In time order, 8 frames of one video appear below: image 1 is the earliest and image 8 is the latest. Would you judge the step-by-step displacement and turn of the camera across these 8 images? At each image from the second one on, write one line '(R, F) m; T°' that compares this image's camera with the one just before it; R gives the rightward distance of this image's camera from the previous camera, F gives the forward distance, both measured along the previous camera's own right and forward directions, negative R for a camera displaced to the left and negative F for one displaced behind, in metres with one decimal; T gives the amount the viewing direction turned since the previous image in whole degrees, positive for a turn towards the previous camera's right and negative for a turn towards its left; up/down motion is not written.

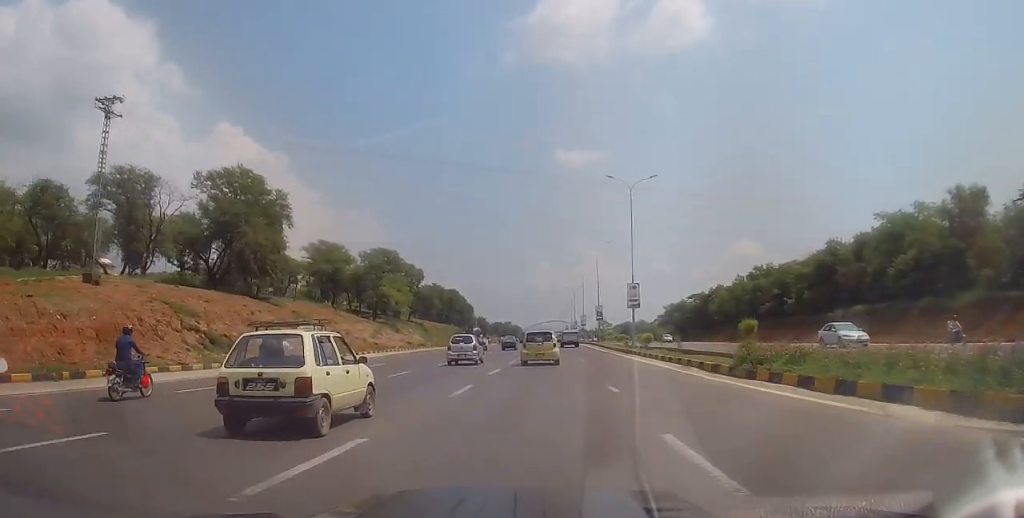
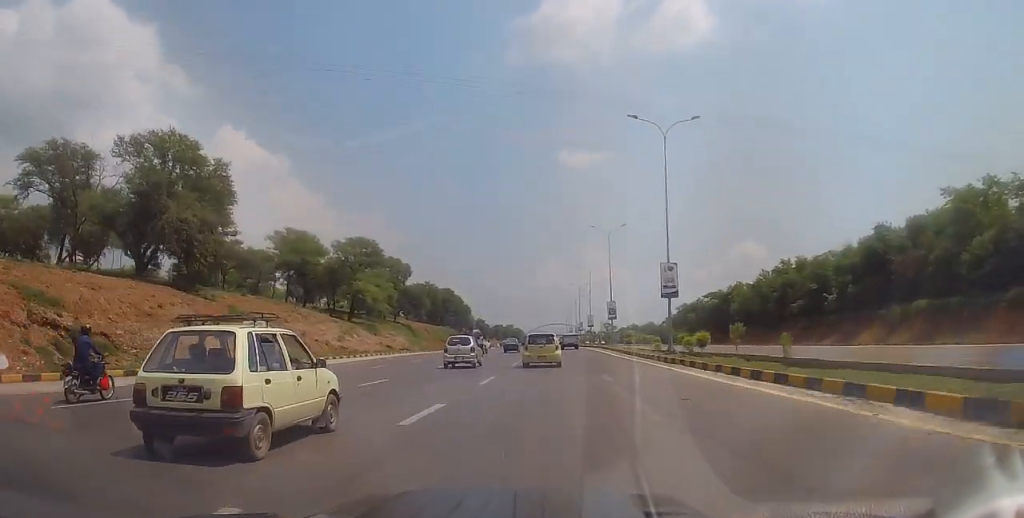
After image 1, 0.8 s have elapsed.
(+0.3, +13.3) m; 0°
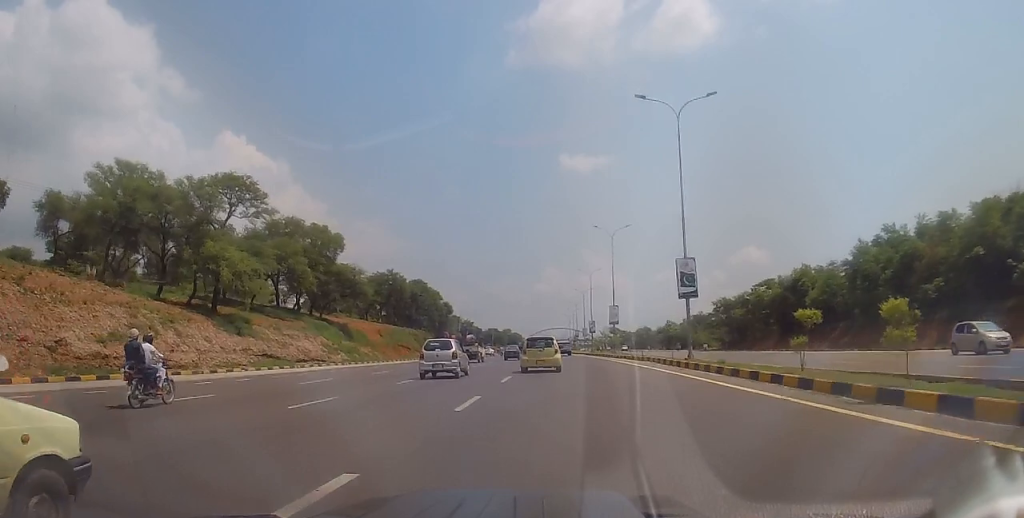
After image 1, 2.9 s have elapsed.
(-0.3, +36.1) m; 0°
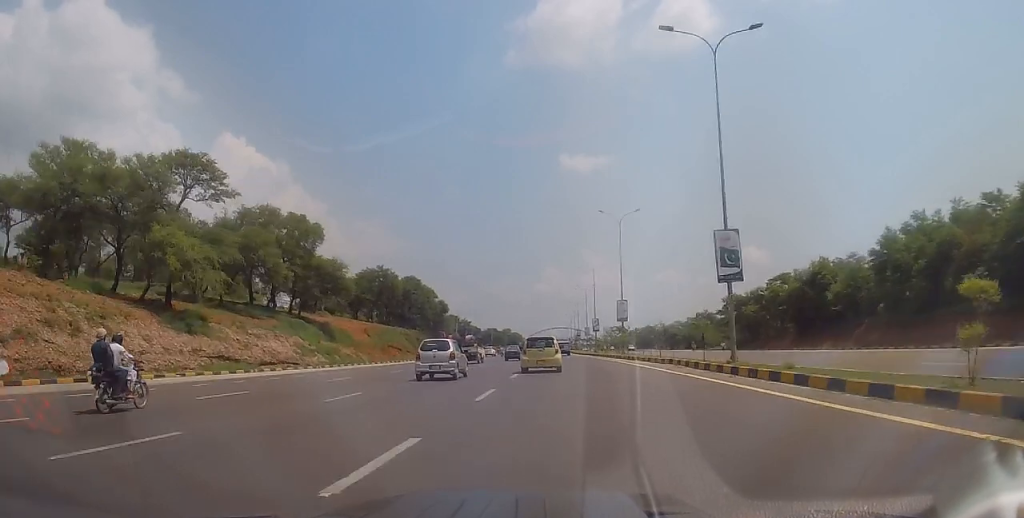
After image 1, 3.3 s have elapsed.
(-0.1, +6.8) m; 0°
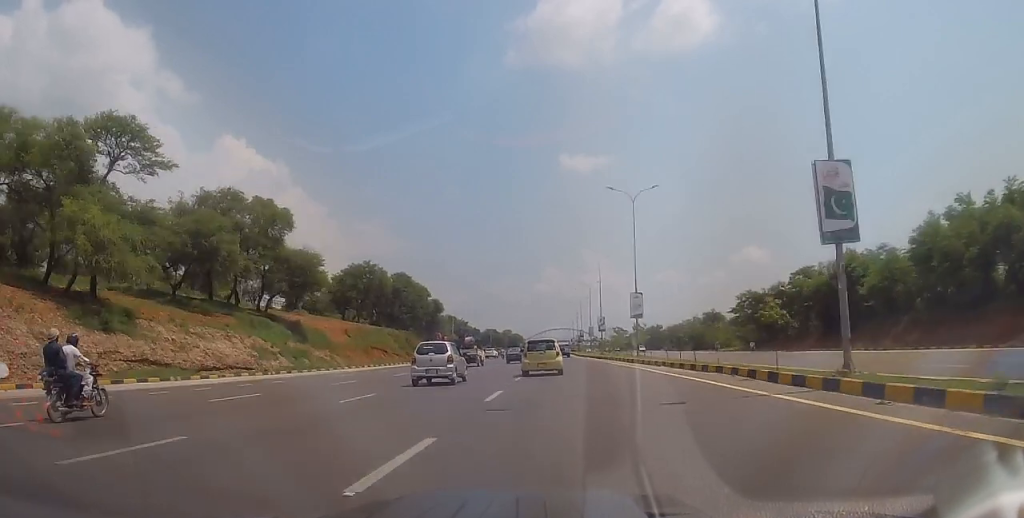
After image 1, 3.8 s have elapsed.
(0.0, +8.6) m; 0°
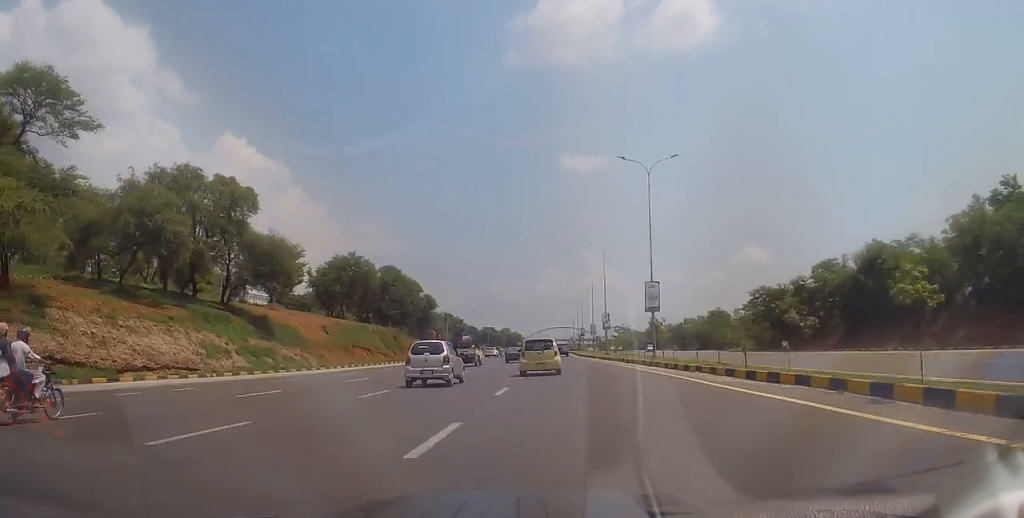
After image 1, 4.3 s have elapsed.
(+0.1, +7.5) m; 0°
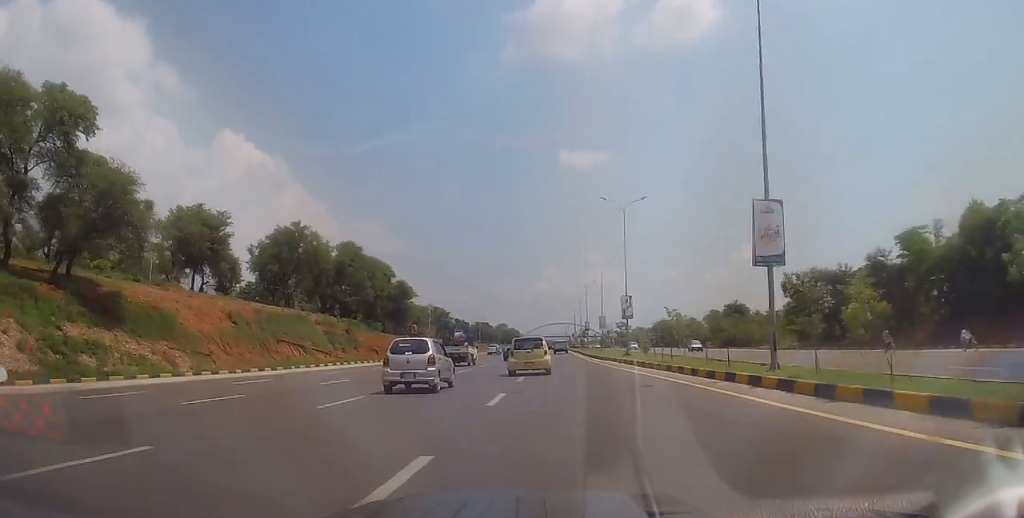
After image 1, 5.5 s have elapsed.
(-0.3, +21.0) m; -2°
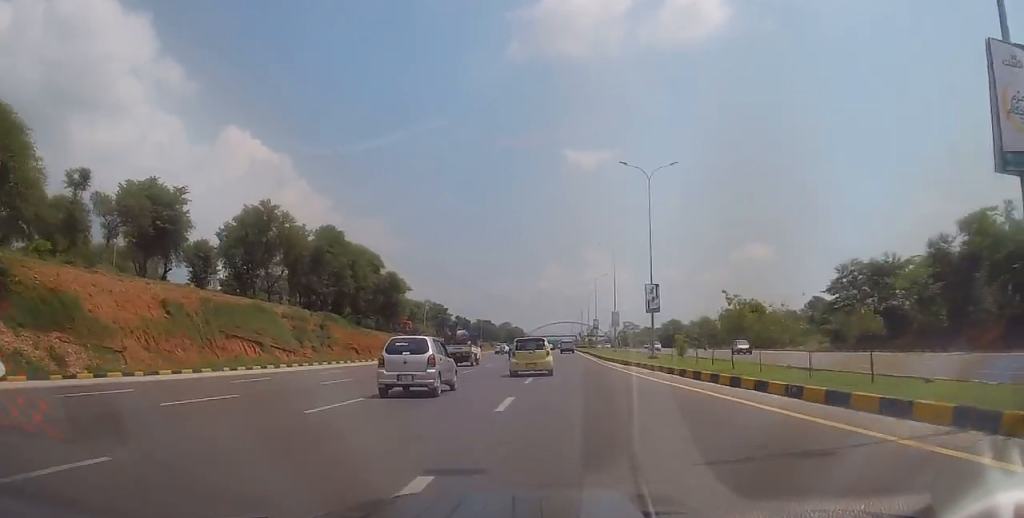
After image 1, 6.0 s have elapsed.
(-0.1, +10.0) m; 0°
